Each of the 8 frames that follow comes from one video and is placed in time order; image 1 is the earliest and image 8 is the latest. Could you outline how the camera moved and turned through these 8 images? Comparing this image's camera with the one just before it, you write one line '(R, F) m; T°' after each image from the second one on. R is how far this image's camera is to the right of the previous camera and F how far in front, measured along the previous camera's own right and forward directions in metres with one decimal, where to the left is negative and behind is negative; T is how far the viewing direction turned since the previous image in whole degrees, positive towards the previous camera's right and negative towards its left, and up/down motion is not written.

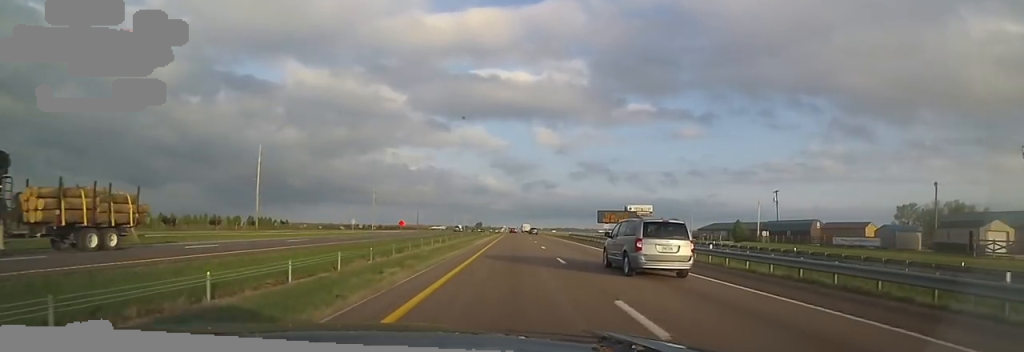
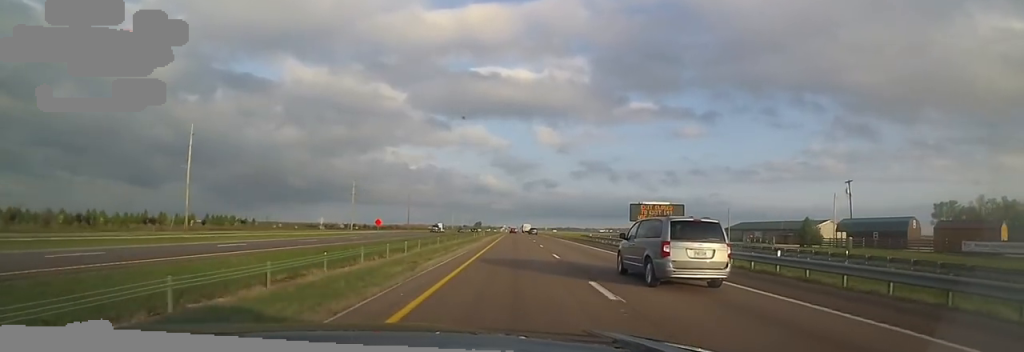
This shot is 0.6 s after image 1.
(-0.2, +20.5) m; +1°
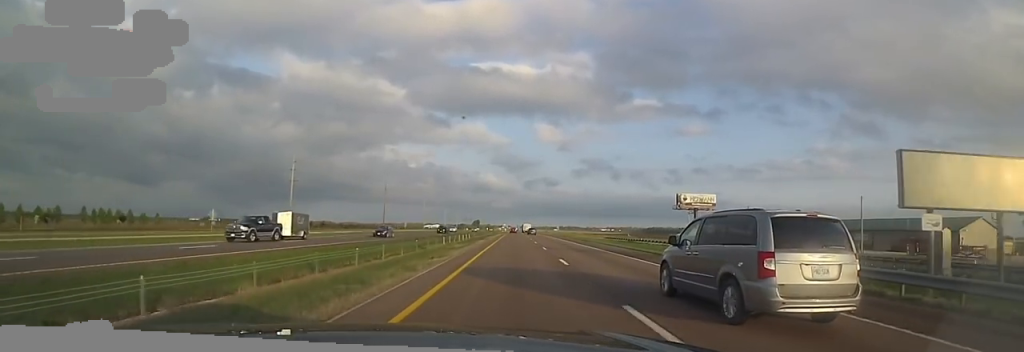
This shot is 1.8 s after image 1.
(+1.5, +39.5) m; +1°
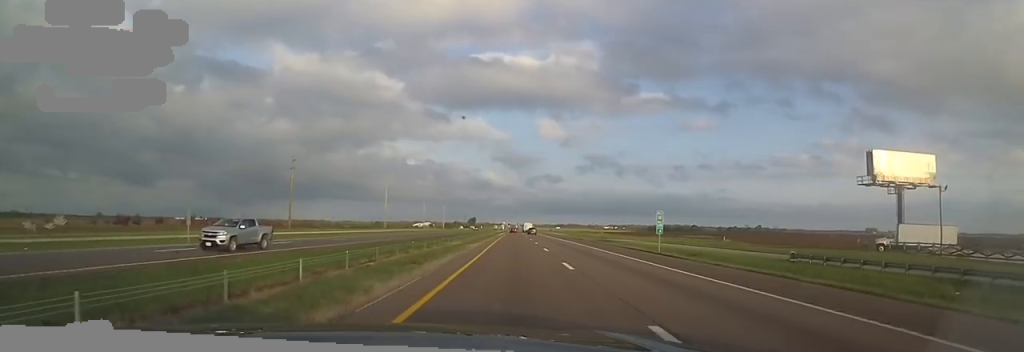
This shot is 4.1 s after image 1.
(-1.4, +74.7) m; 0°
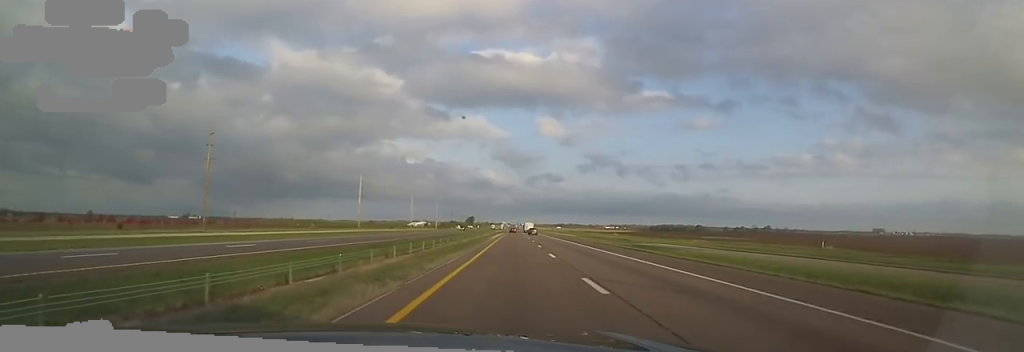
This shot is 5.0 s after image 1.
(+0.4, +30.6) m; +1°
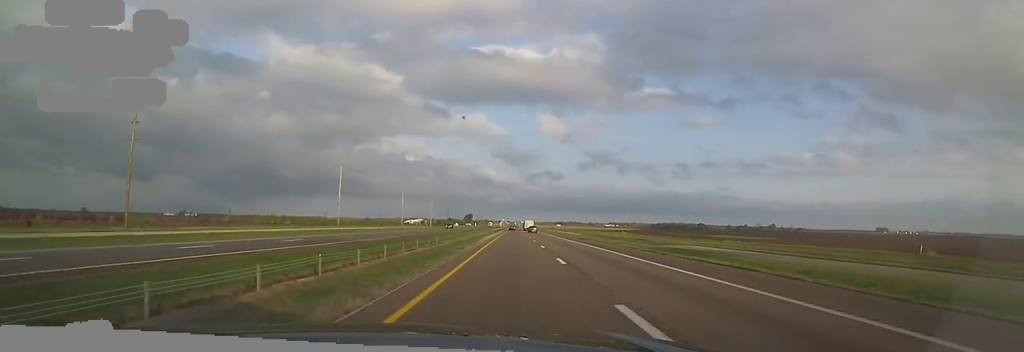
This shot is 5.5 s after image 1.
(+0.2, +17.0) m; 0°
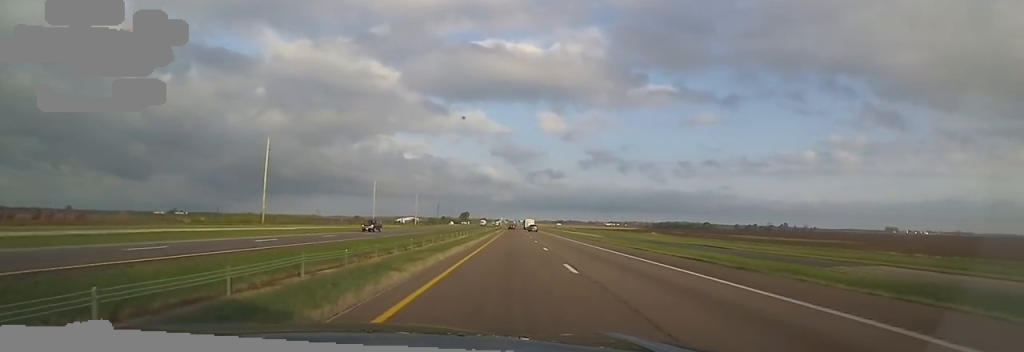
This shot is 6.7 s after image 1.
(-0.8, +40.5) m; -2°
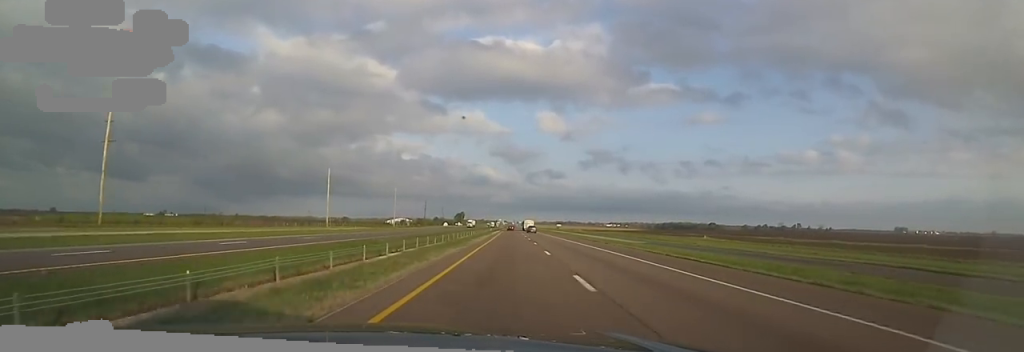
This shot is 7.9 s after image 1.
(-0.4, +40.8) m; +1°
